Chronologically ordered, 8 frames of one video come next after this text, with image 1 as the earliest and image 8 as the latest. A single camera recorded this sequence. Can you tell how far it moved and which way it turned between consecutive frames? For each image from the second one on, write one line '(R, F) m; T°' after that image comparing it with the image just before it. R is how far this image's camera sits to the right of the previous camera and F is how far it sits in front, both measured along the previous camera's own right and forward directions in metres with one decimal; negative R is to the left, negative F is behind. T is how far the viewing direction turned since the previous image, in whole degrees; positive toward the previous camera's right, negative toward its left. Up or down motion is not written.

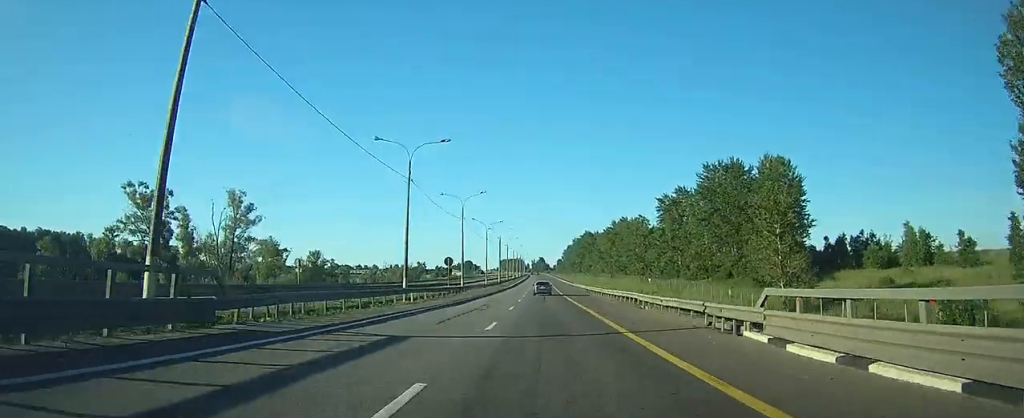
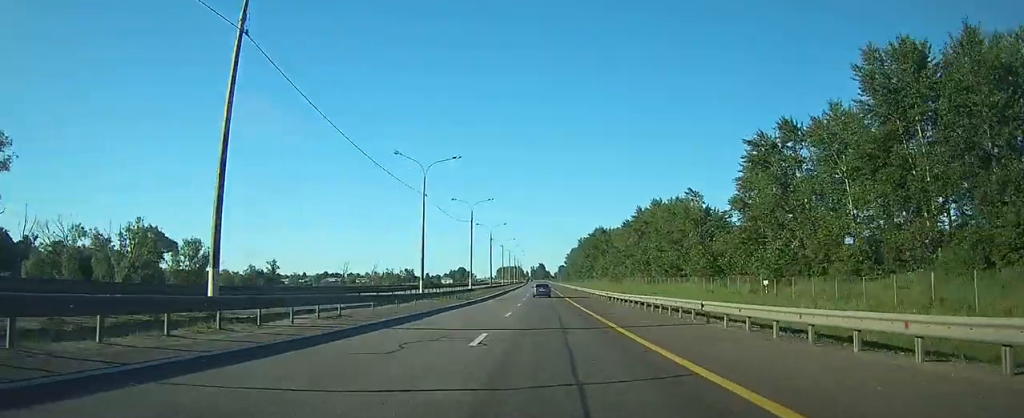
(+0.1, +51.3) m; 0°
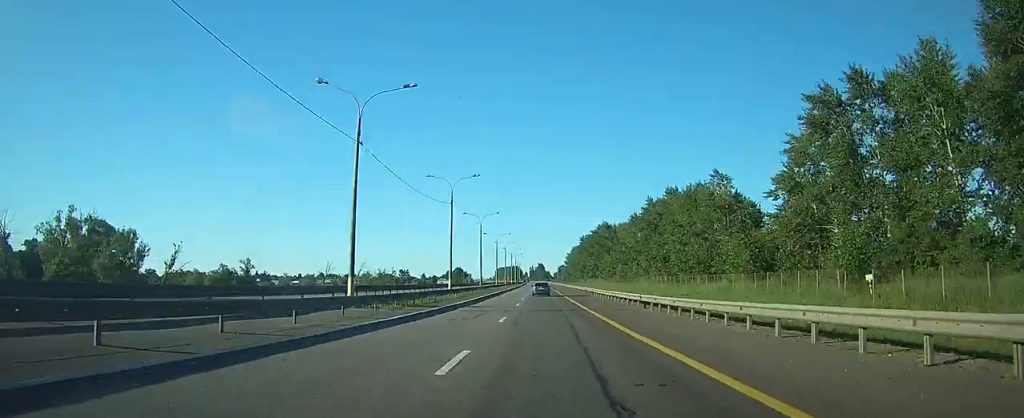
(0.0, +16.1) m; 0°
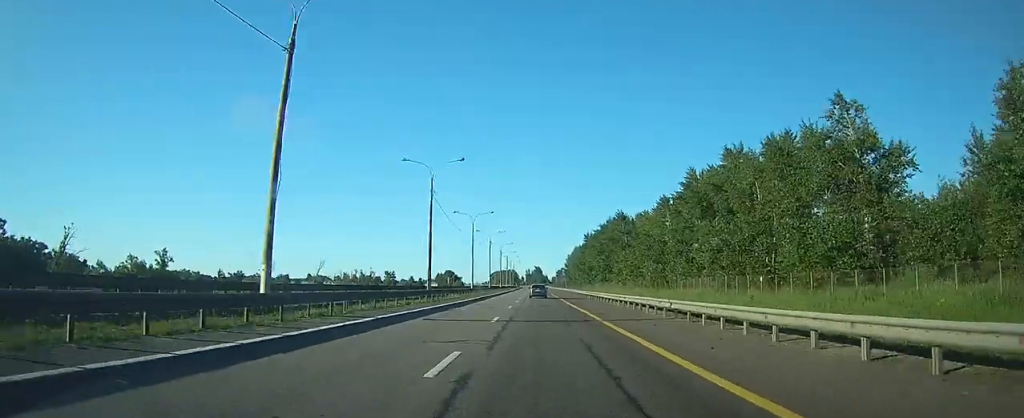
(0.0, +38.3) m; 0°
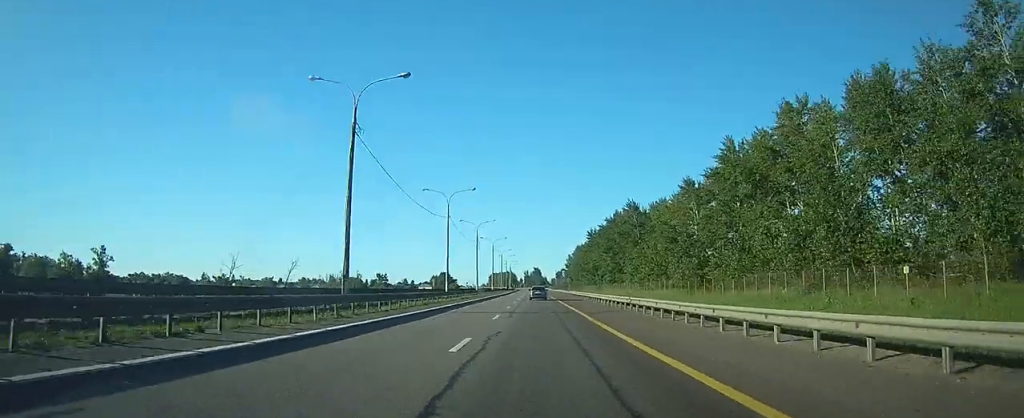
(0.0, +20.3) m; 0°
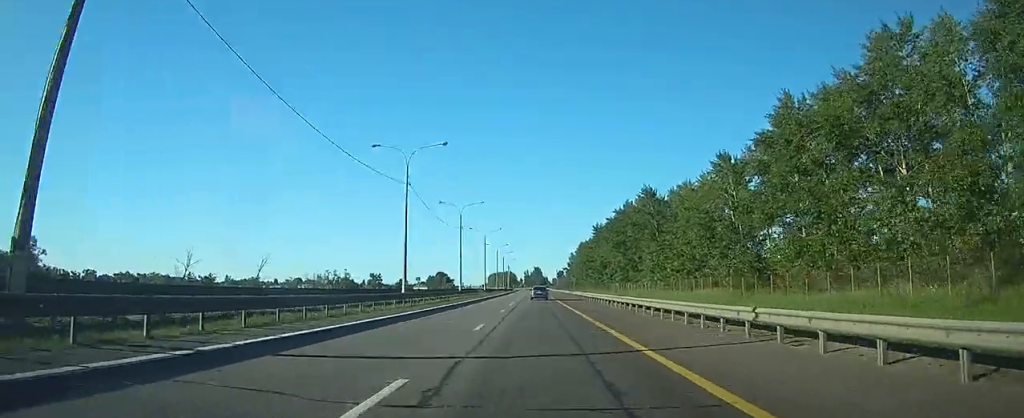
(0.0, +18.4) m; 0°
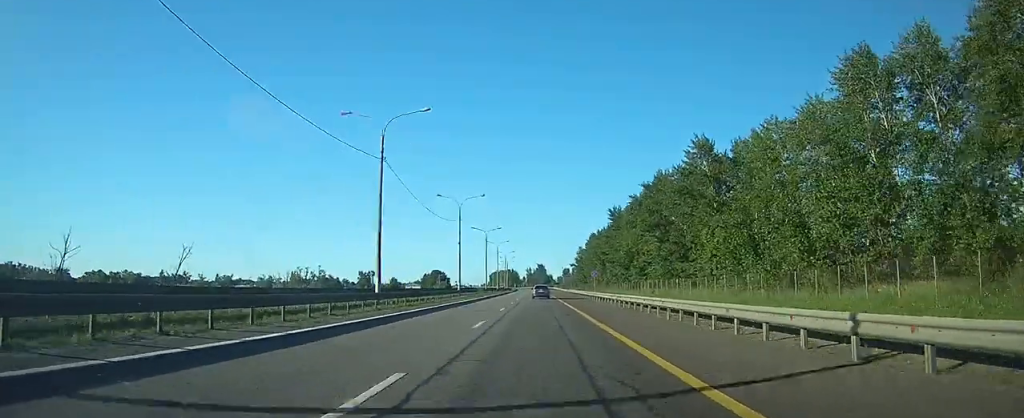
(0.0, +35.0) m; 0°
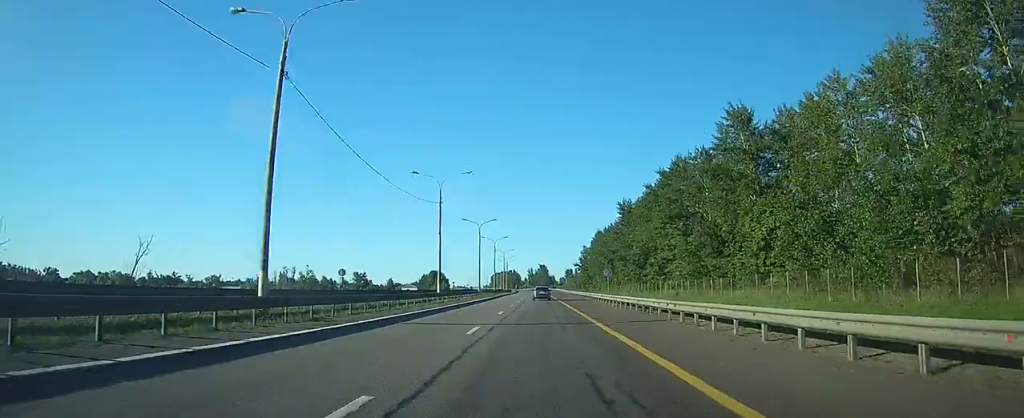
(0.0, +13.7) m; 0°
